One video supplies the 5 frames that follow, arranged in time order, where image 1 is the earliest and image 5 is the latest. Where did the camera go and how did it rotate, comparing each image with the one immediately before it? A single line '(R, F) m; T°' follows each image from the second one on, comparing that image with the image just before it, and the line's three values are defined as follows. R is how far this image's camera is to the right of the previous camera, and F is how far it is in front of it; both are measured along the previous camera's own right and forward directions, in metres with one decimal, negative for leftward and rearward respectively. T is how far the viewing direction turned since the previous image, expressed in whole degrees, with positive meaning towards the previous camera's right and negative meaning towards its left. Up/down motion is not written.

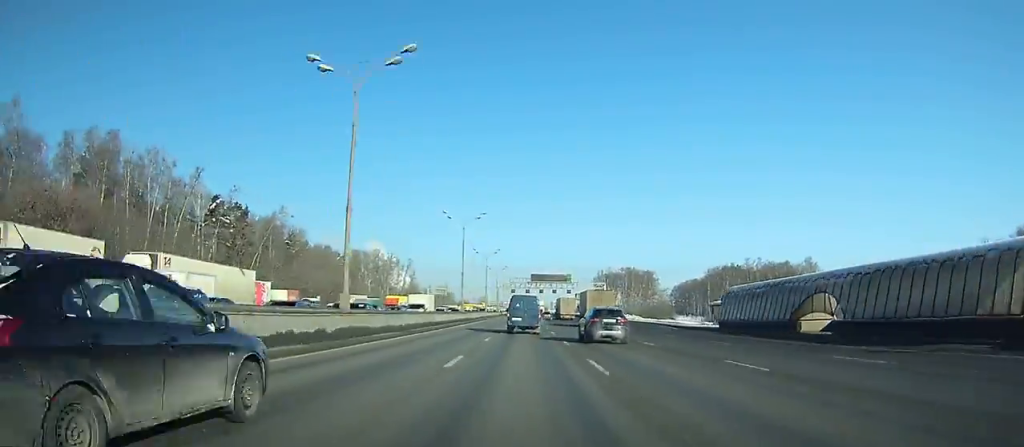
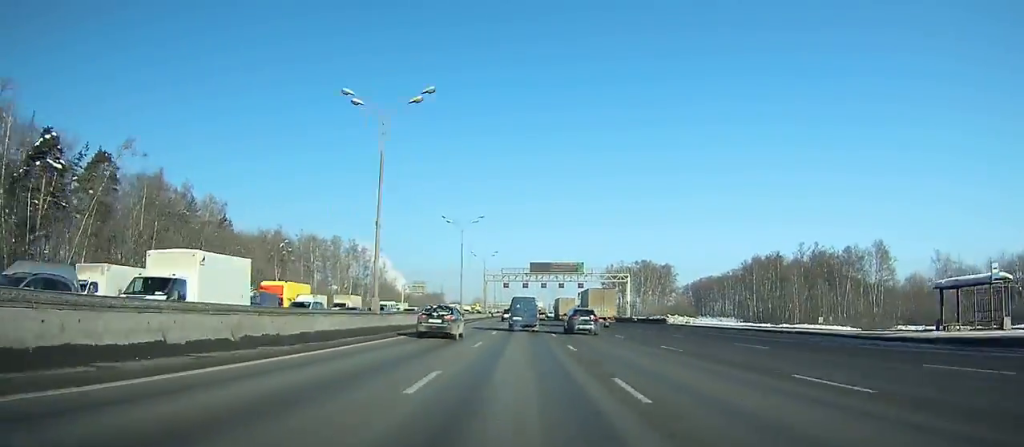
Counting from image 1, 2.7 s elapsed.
(0.0, +40.2) m; 0°
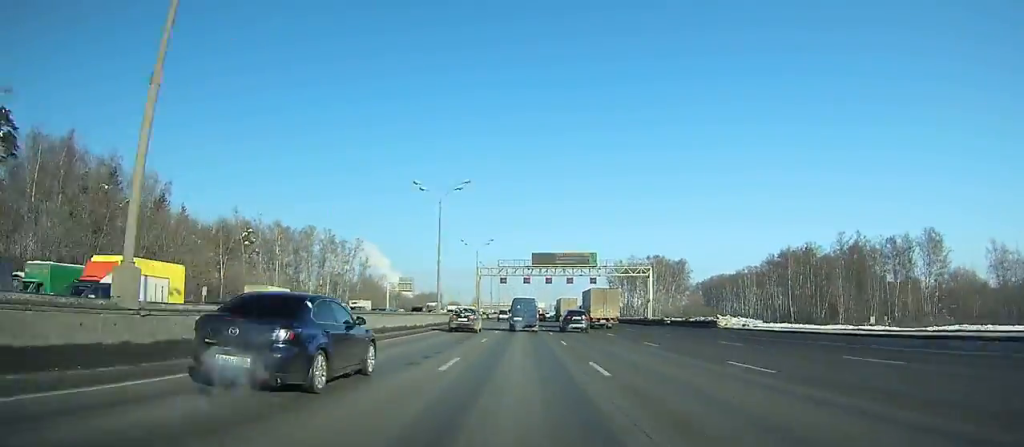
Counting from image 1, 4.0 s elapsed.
(0.0, +20.1) m; 0°
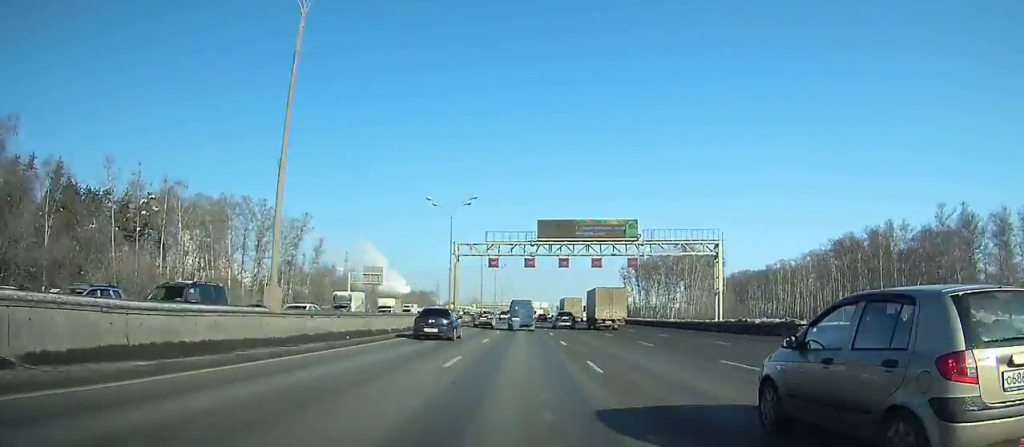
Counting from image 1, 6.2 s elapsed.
(+0.2, +34.8) m; 0°
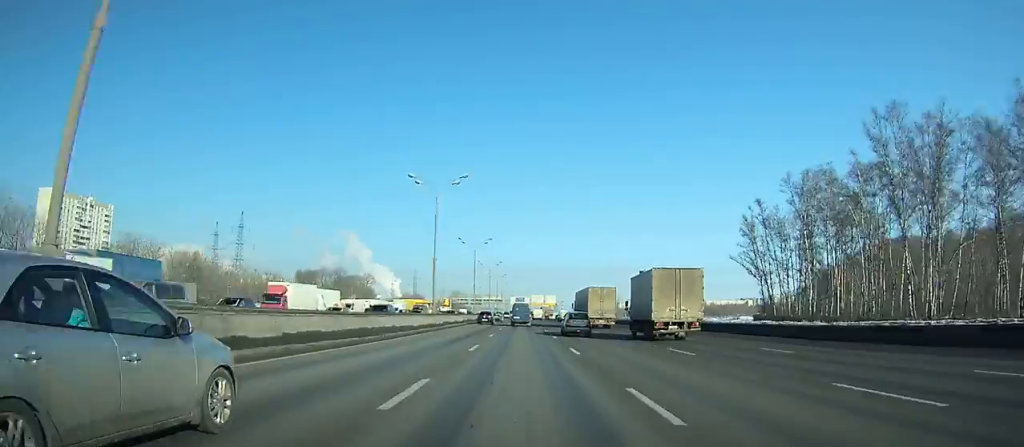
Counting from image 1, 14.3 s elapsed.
(-1.0, +138.0) m; 0°
